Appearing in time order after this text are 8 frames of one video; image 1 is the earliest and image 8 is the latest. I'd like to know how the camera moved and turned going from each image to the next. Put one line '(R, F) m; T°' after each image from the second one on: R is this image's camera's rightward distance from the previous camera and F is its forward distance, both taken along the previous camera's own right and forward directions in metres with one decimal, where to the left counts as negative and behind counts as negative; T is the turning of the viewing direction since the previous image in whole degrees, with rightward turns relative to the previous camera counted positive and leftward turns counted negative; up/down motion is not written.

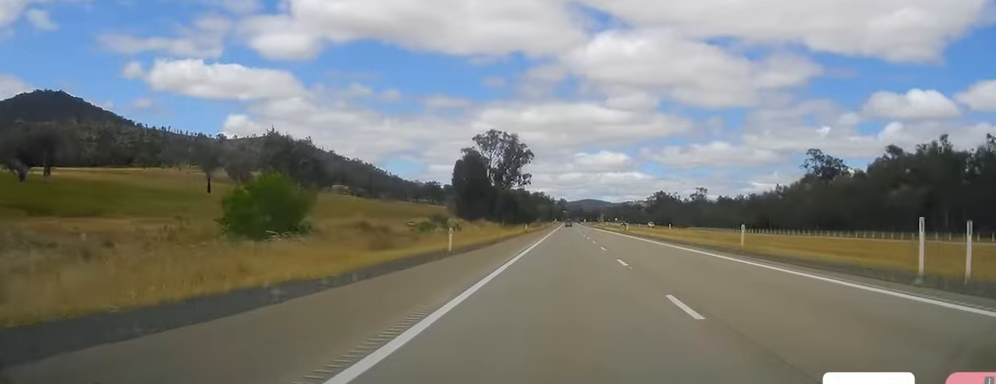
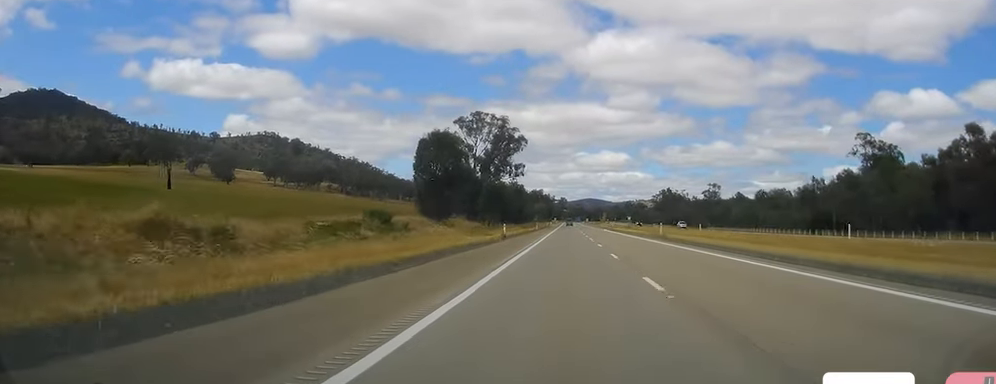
(-0.2, +32.3) m; -1°
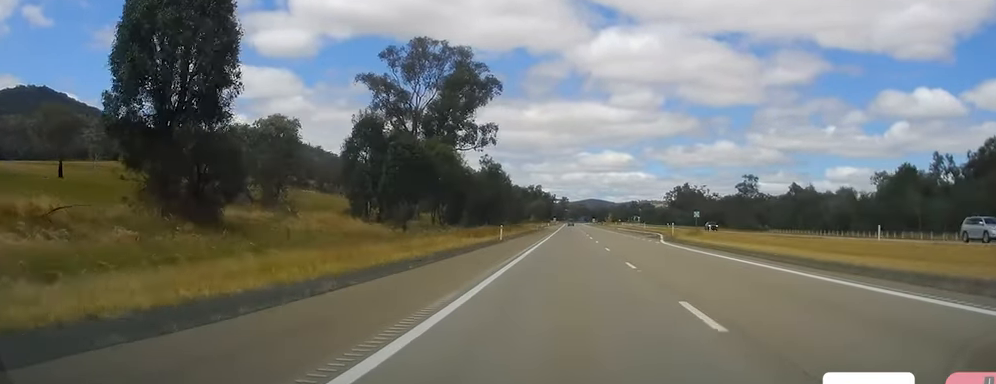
(-0.2, +65.4) m; 0°
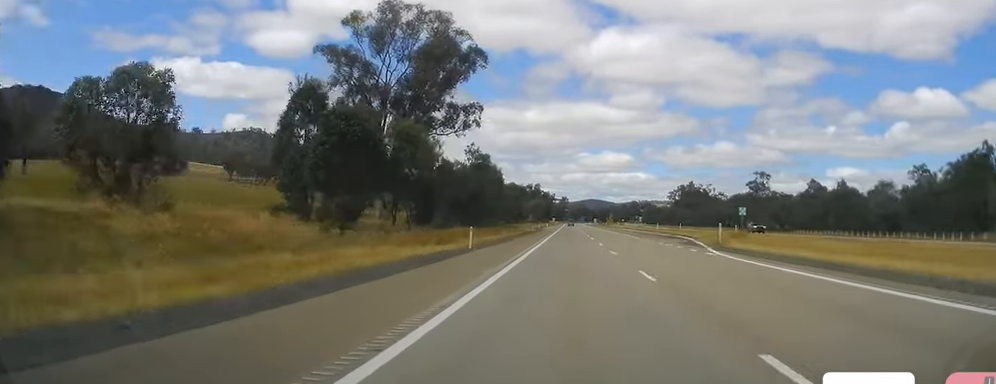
(0.0, +16.6) m; 0°
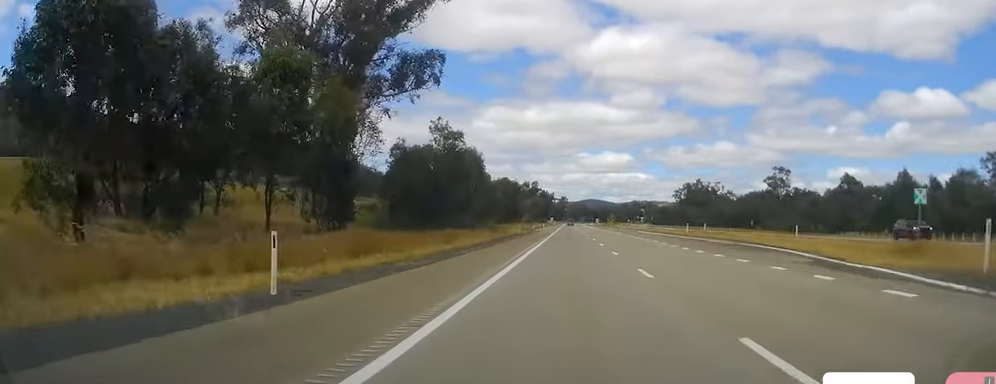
(-0.2, +24.4) m; 0°
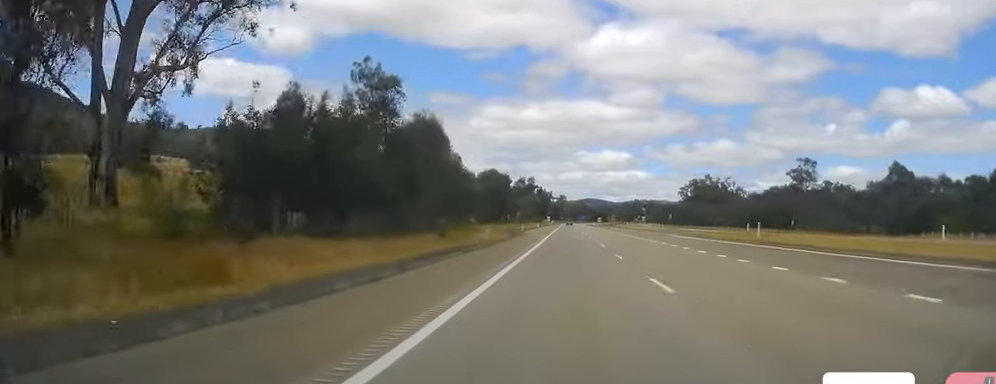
(-0.1, +27.3) m; +1°
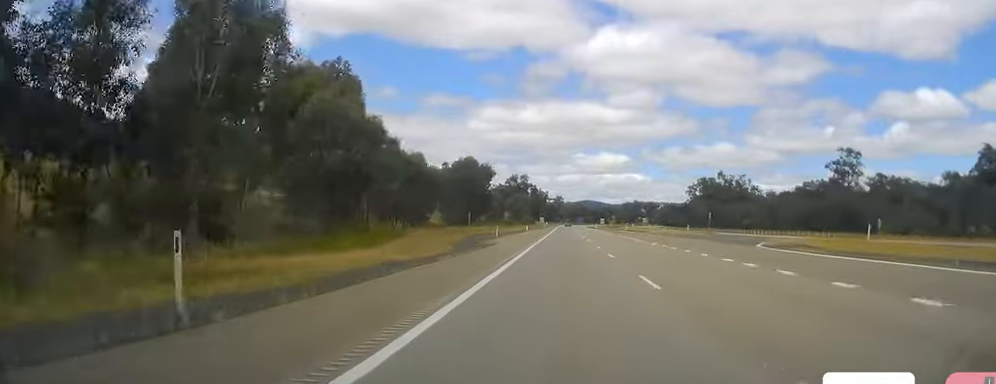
(+0.5, +35.0) m; +1°
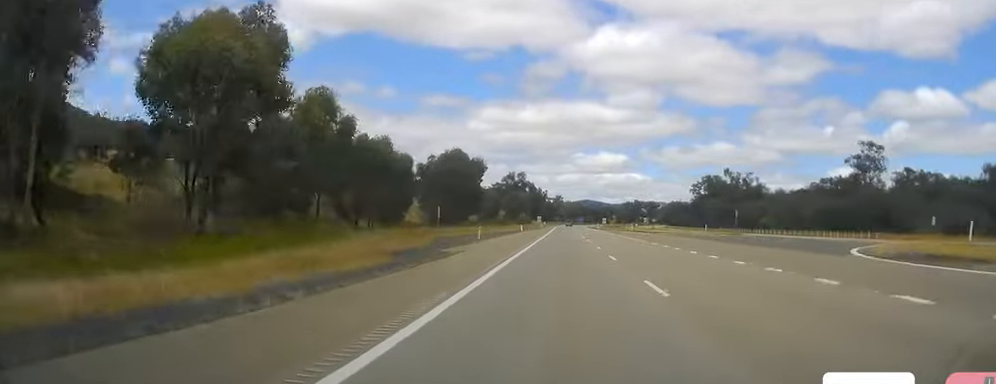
(+0.1, +13.6) m; 0°
